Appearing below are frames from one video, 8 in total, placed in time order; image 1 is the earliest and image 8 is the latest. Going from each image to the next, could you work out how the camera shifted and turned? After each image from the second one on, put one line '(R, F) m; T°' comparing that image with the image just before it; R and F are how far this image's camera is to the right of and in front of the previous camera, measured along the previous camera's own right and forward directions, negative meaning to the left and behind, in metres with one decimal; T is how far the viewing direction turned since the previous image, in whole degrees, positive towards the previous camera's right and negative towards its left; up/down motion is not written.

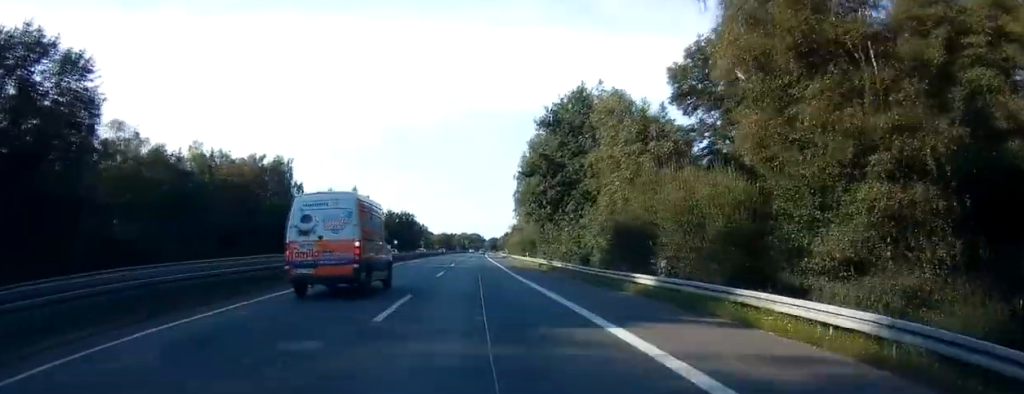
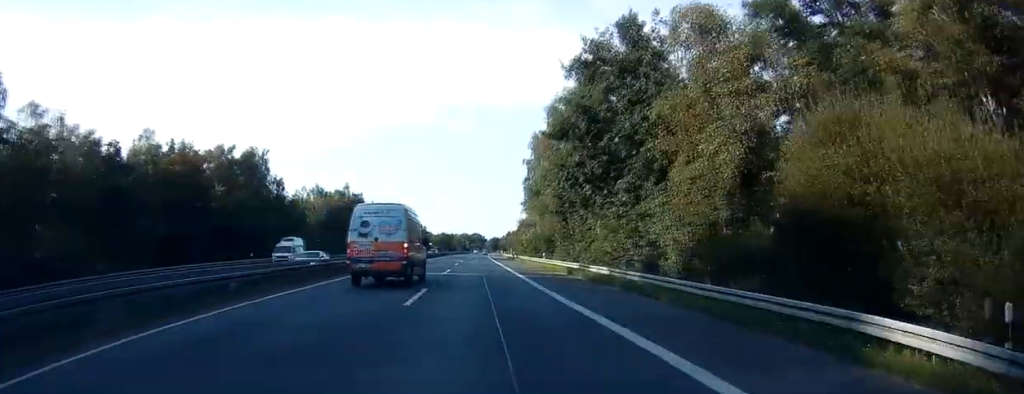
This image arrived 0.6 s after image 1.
(0.0, +15.0) m; 0°
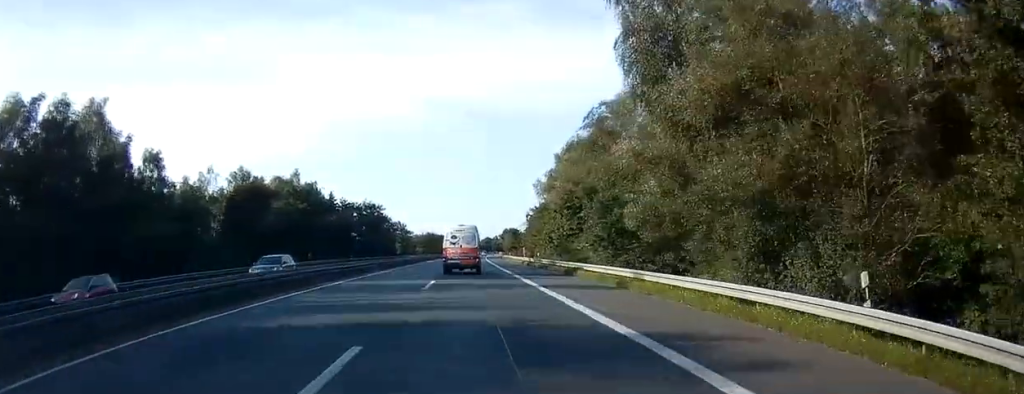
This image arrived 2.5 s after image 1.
(0.0, +48.2) m; +1°
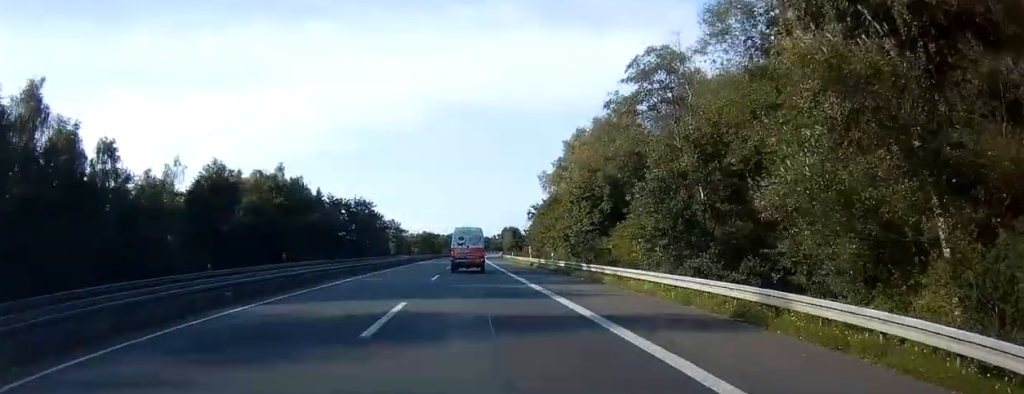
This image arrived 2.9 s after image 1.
(0.0, +11.0) m; 0°
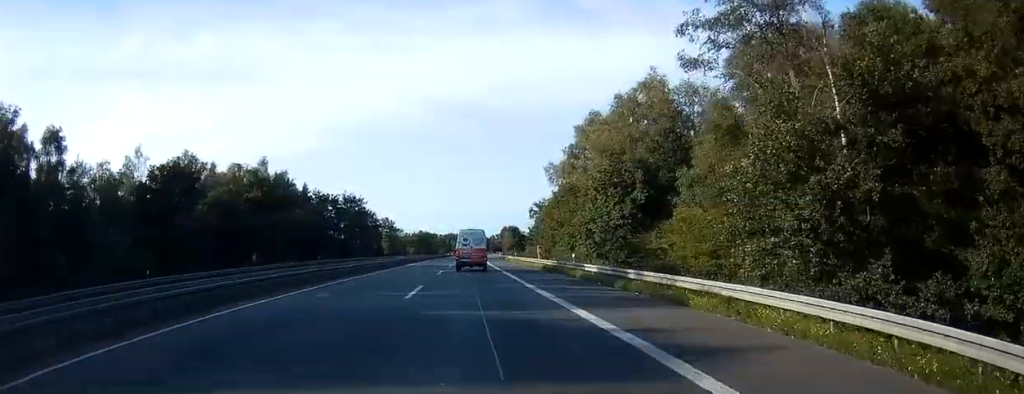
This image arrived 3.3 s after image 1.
(+0.1, +10.5) m; 0°
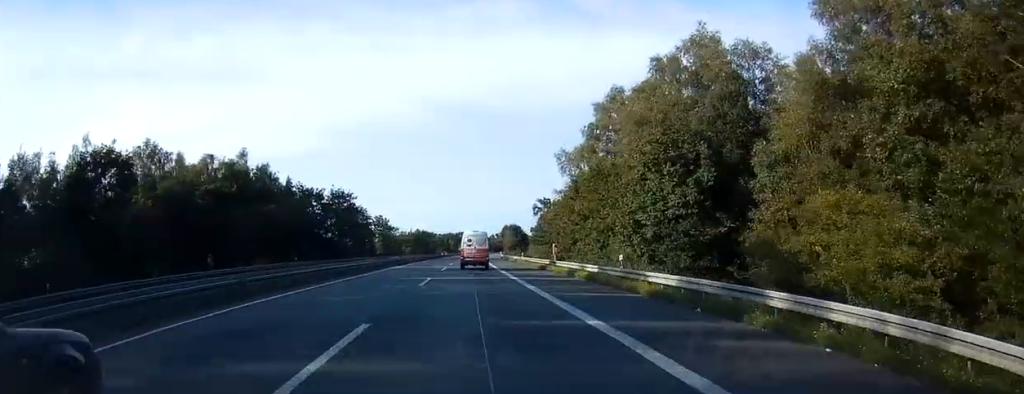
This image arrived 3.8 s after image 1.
(0.0, +11.7) m; 0°
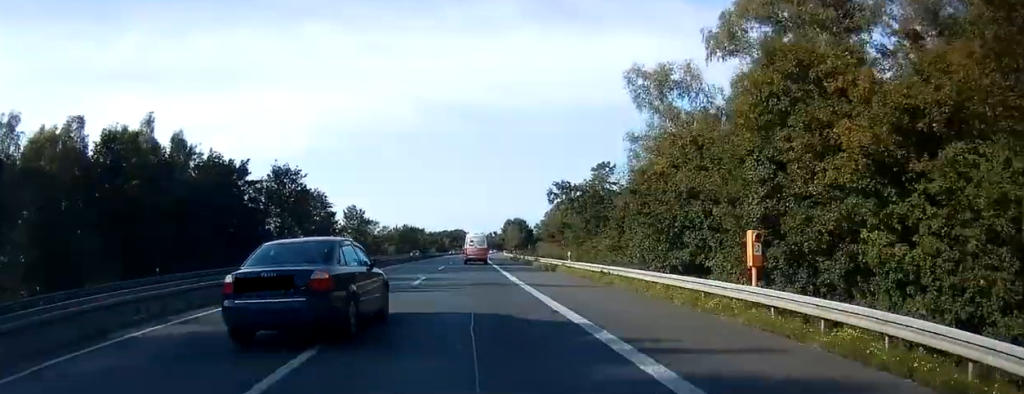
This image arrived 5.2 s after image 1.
(+0.2, +35.9) m; +1°
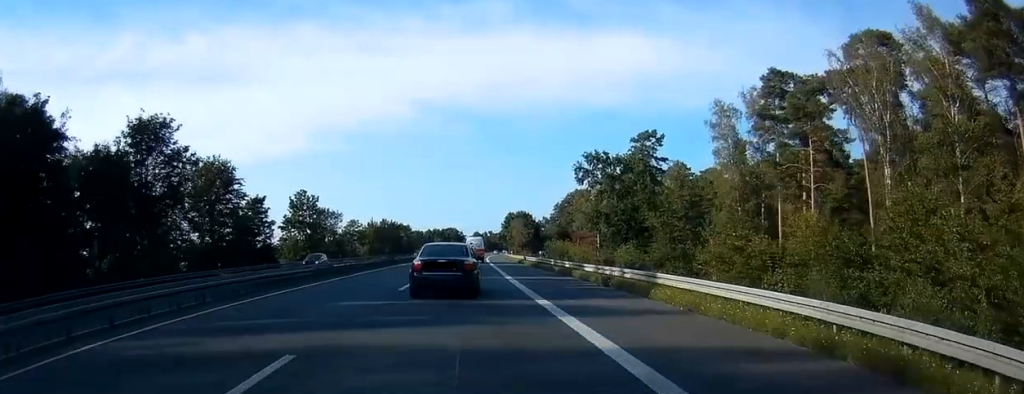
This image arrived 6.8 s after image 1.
(0.0, +38.5) m; 0°
